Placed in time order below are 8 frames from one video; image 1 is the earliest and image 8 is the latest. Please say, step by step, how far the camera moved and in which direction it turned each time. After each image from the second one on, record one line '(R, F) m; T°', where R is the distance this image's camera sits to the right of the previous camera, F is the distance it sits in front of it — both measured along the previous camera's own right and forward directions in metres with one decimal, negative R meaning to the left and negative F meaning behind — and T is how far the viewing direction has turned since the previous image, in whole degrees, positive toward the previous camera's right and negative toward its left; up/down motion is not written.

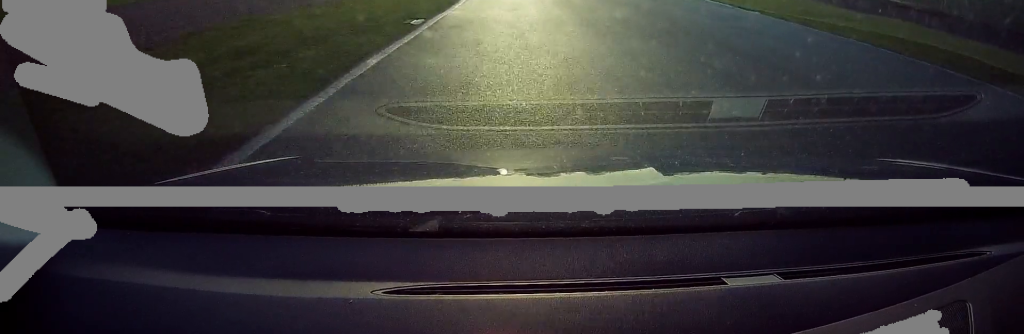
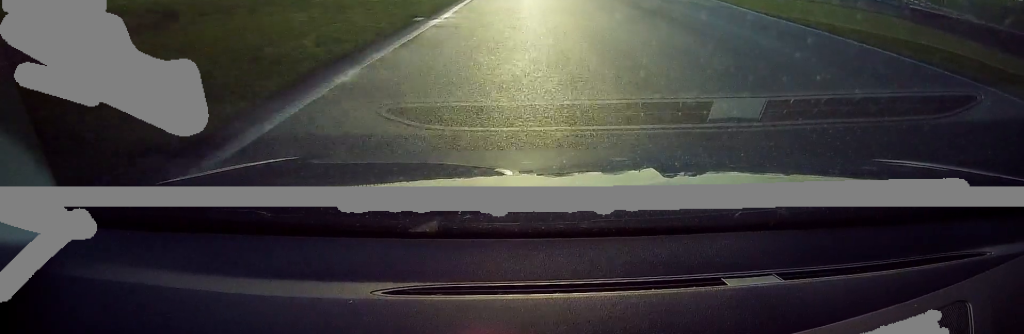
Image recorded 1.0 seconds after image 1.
(-0.2, +21.4) m; -1°
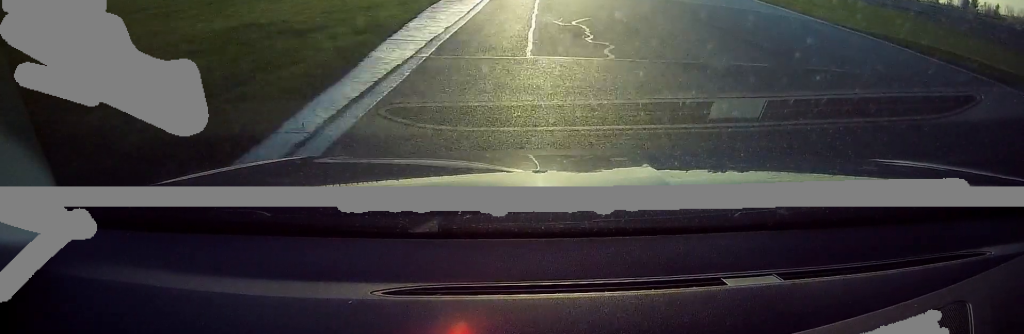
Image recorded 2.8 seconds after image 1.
(-0.1, +39.7) m; -1°
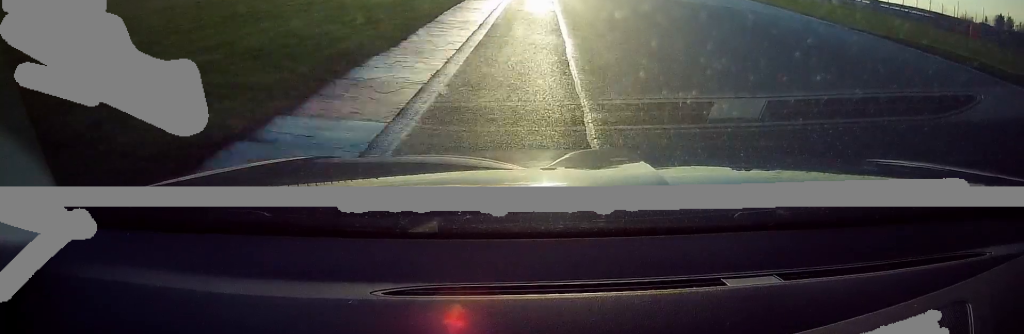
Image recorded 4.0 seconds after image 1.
(-0.2, +25.2) m; -1°
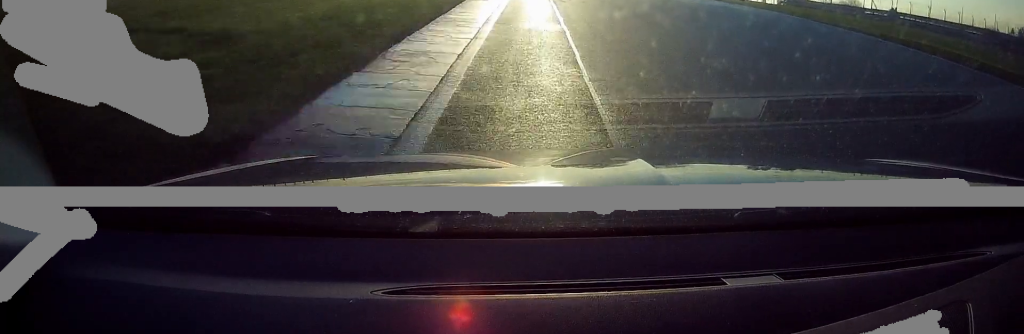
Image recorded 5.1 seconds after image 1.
(-0.1, +20.6) m; 0°
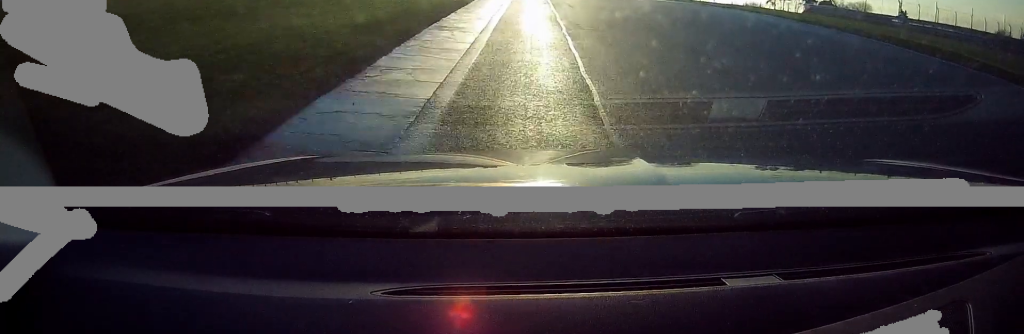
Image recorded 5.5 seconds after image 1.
(0.0, +7.9) m; 0°
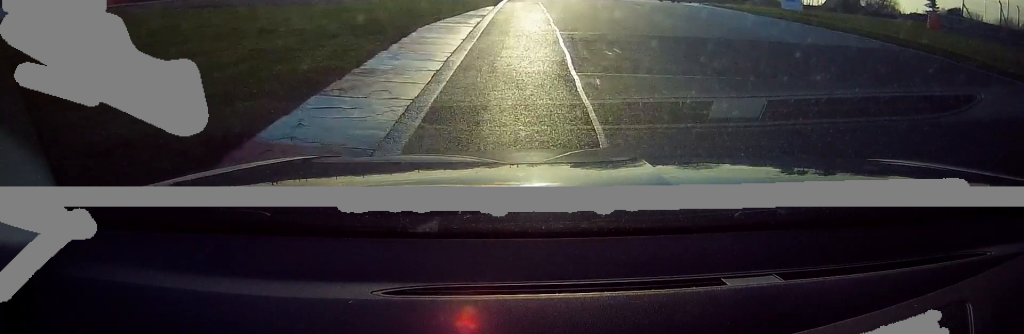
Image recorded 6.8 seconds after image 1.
(0.0, +22.8) m; +1°
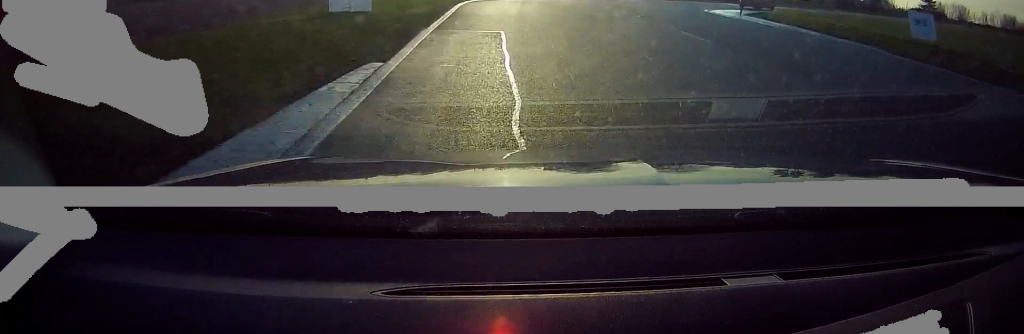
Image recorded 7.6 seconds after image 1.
(+0.1, +14.2) m; +3°
